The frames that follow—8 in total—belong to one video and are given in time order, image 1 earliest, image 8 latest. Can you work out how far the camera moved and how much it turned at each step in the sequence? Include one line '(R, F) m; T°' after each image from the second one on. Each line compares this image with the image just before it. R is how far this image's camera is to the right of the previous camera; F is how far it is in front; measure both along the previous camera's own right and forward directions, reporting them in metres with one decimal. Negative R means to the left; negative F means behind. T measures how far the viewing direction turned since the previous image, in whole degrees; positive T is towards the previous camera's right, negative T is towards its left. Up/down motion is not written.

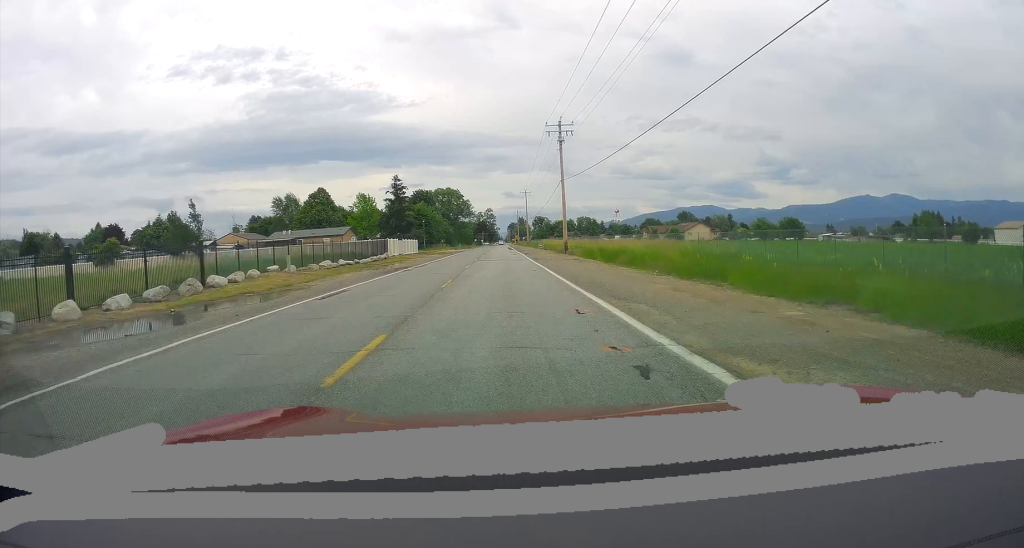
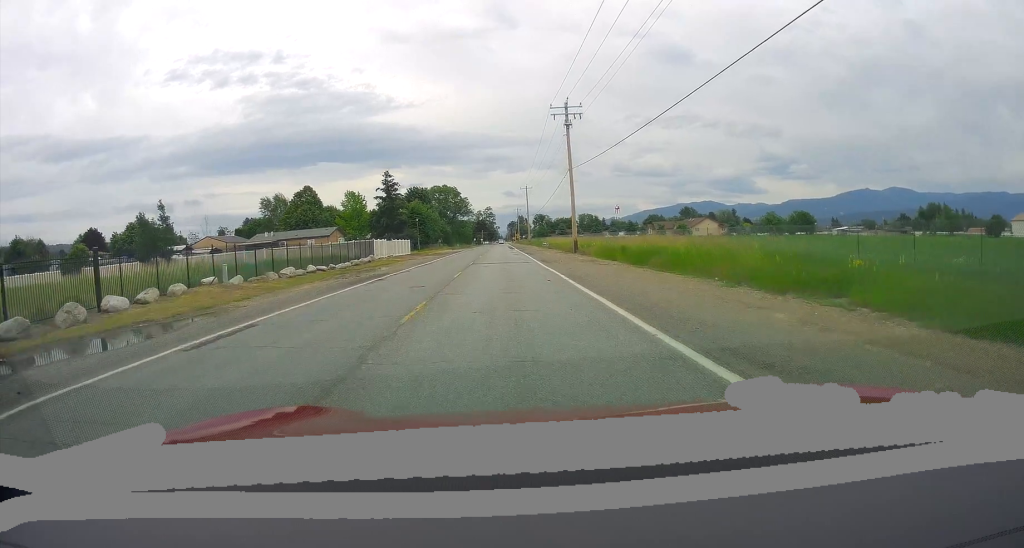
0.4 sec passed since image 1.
(0.0, +7.9) m; 0°
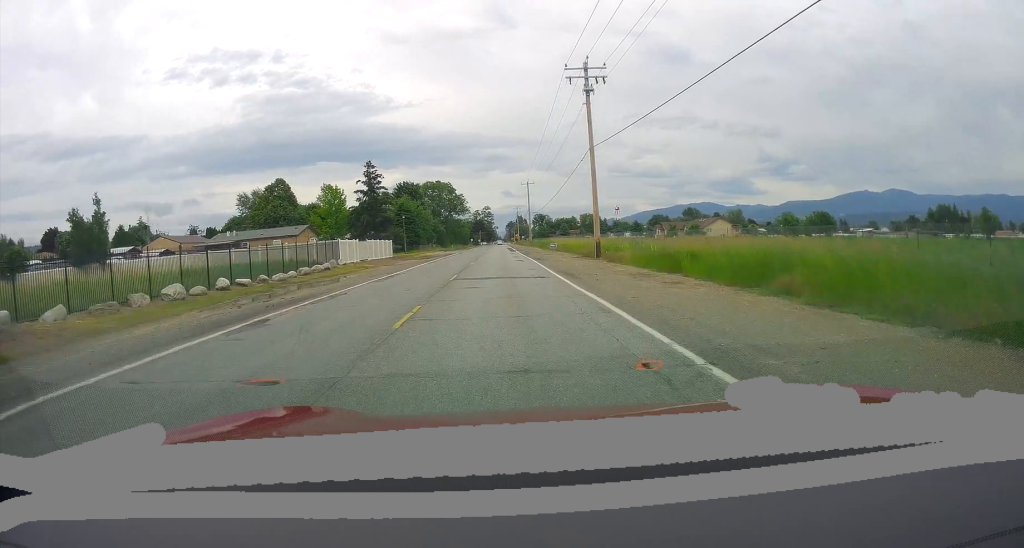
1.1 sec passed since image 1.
(0.0, +12.7) m; 0°
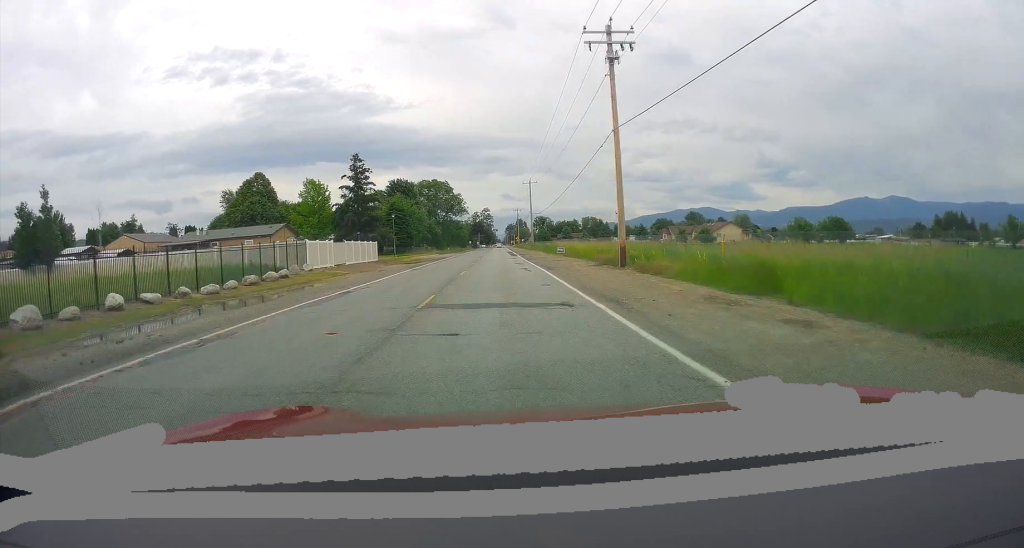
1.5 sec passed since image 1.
(0.0, +7.9) m; 0°
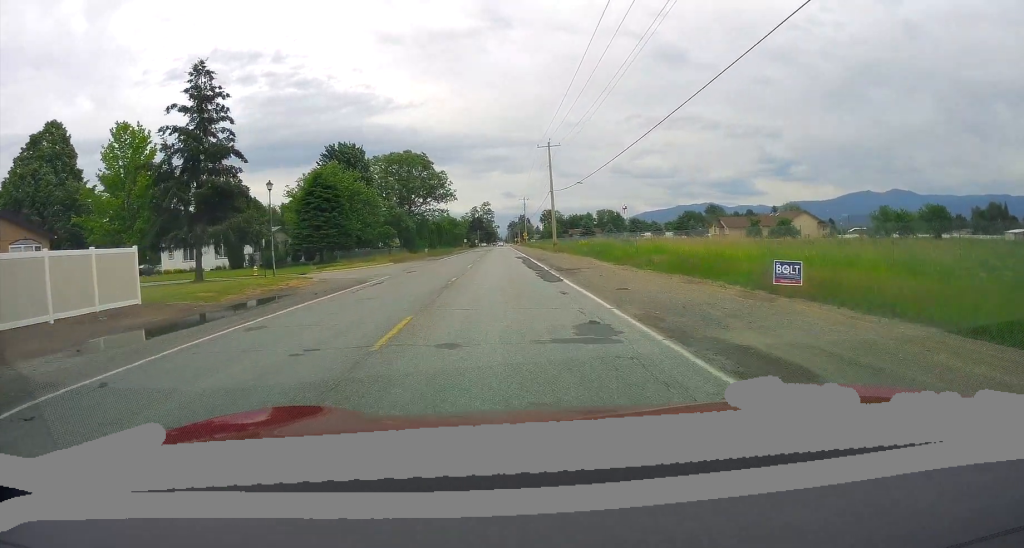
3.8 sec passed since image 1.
(0.0, +43.0) m; 0°
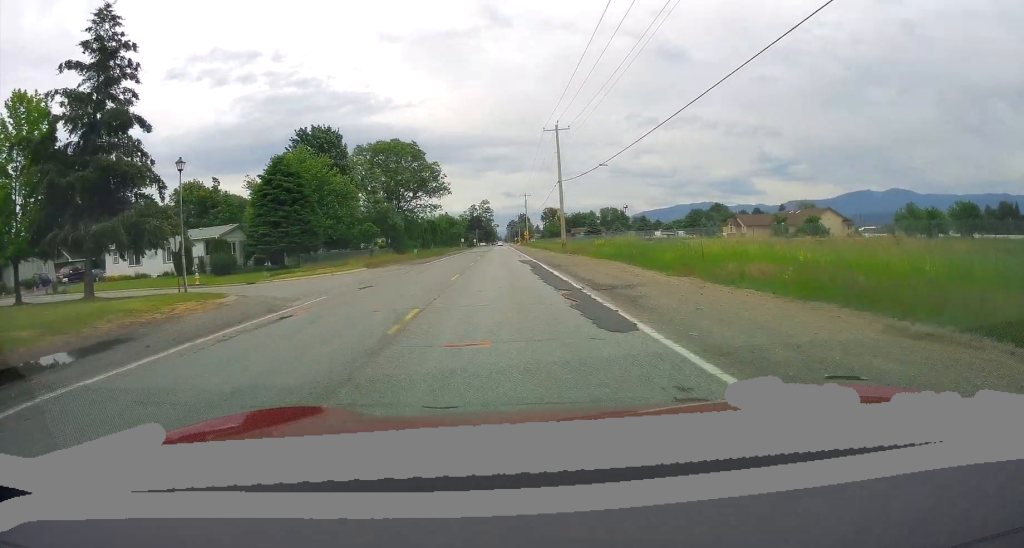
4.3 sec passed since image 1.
(0.0, +10.0) m; 0°
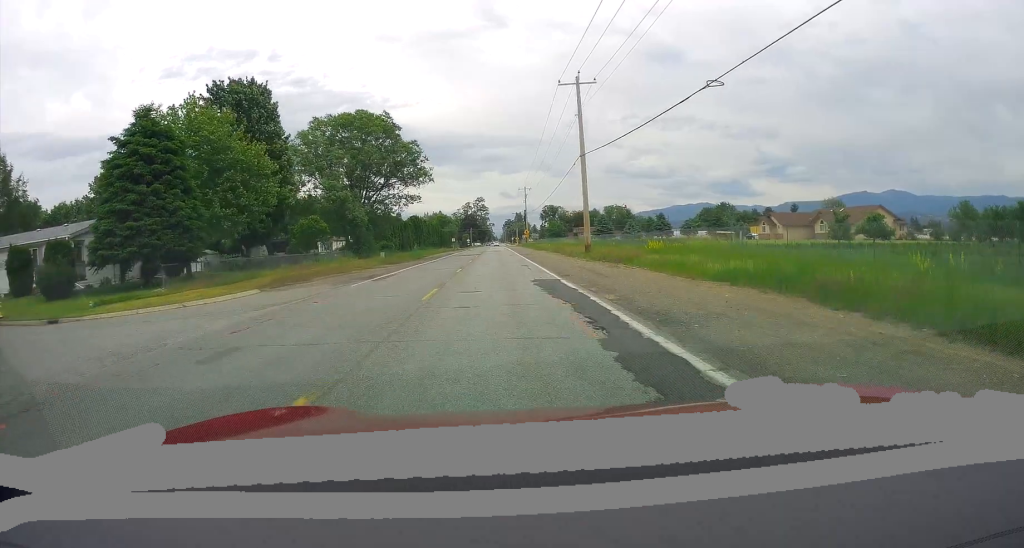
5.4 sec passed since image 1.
(0.0, +19.3) m; 0°
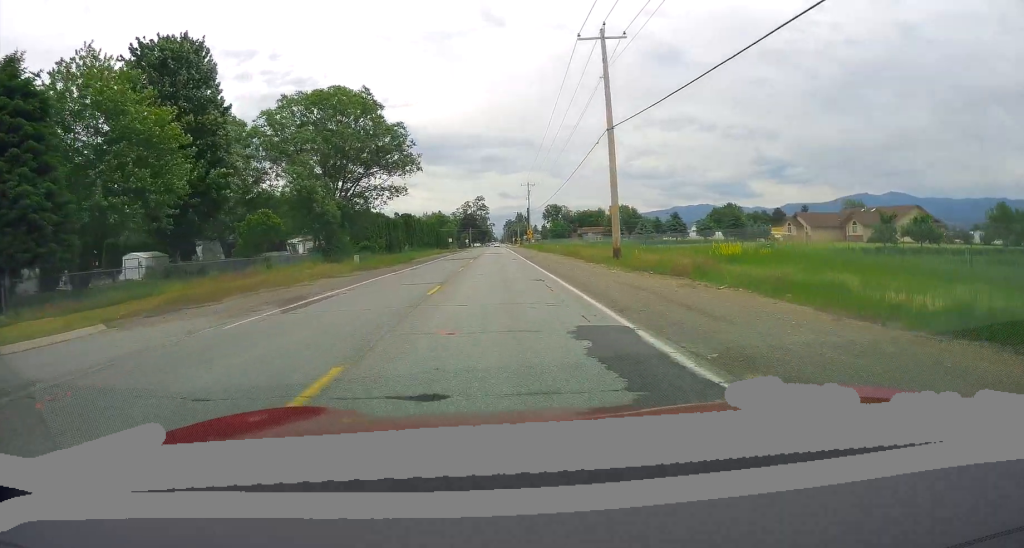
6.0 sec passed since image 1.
(0.0, +10.8) m; 0°
